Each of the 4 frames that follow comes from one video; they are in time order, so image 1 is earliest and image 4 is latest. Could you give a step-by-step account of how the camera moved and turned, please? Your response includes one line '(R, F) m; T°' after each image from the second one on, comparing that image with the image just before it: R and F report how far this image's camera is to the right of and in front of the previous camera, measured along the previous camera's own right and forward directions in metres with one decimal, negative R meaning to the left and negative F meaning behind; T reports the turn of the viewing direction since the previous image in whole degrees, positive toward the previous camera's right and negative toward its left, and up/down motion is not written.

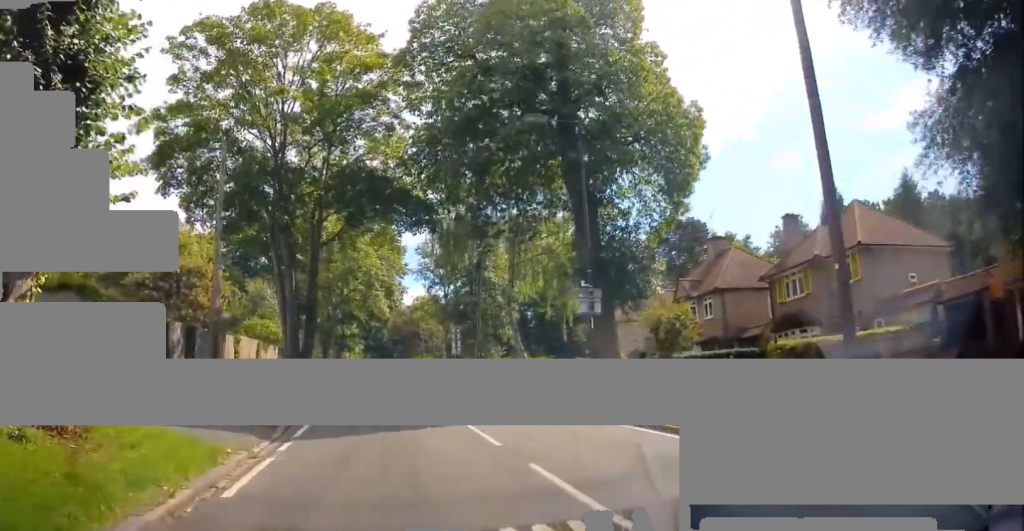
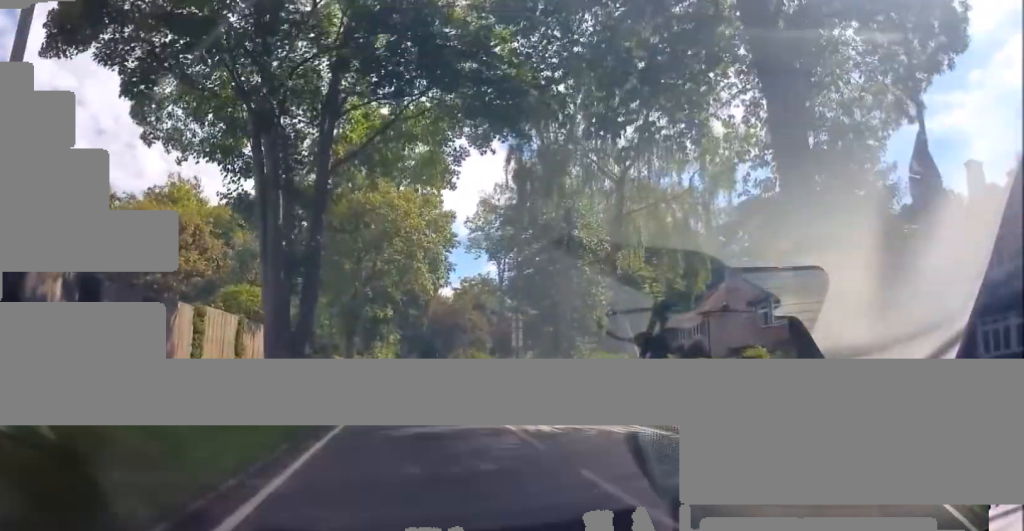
(-0.1, +11.3) m; -3°
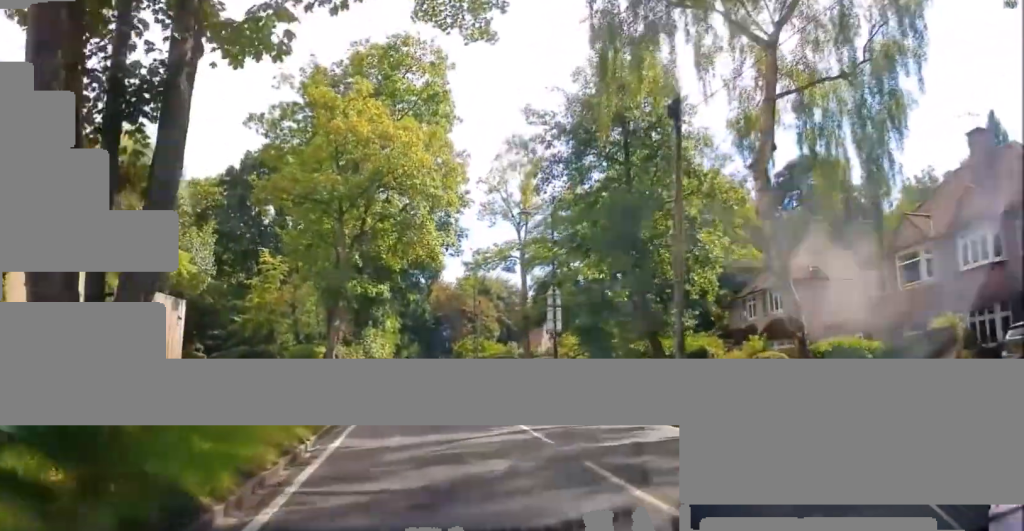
(-0.3, +11.2) m; -3°
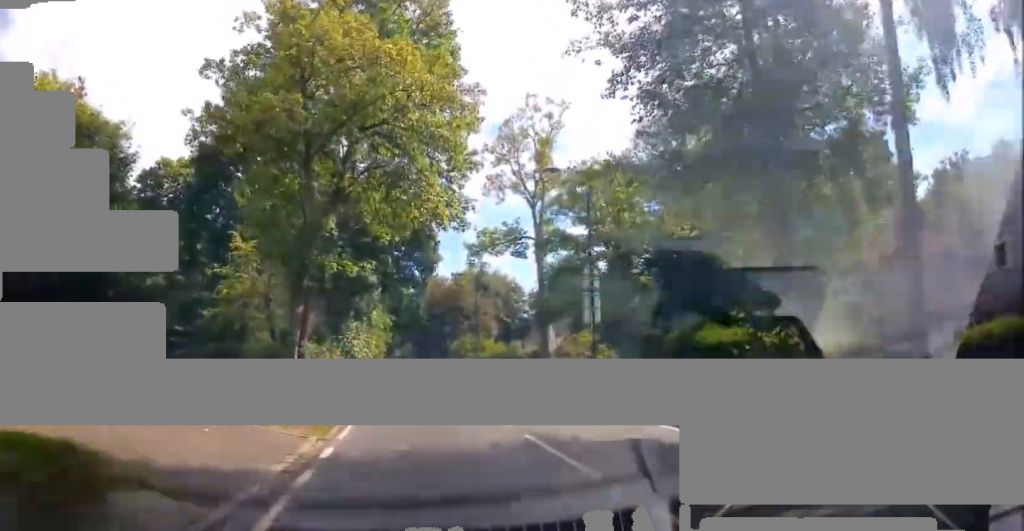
(+0.1, +7.1) m; -1°
